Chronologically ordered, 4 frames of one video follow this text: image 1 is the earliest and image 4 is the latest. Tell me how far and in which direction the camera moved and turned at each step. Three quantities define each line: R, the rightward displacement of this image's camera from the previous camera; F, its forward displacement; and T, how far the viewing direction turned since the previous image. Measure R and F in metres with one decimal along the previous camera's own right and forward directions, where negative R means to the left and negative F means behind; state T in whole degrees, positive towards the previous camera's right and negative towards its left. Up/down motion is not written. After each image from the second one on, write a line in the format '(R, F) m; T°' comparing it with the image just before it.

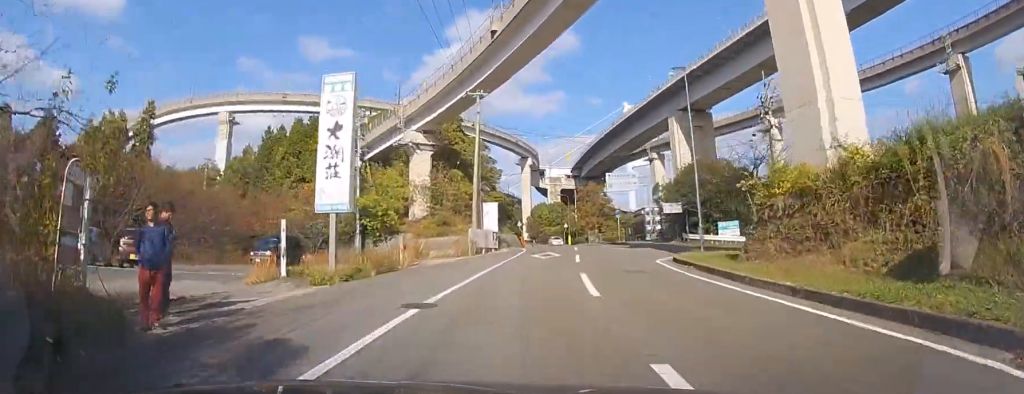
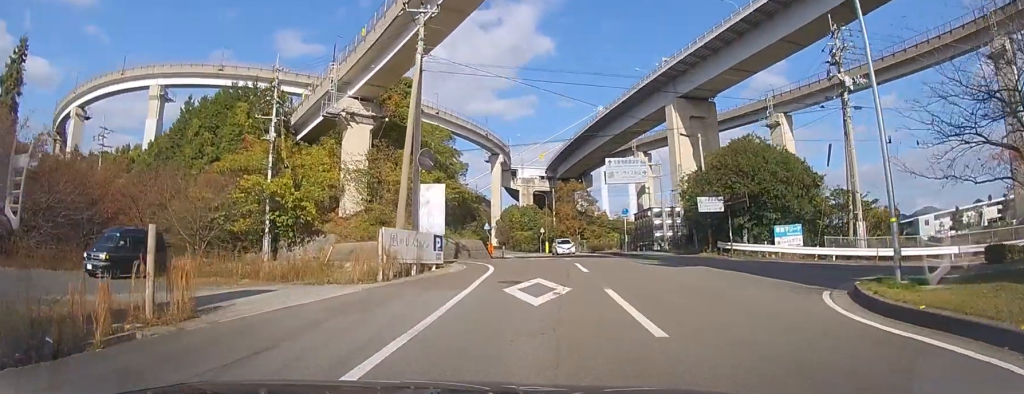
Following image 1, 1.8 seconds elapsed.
(+0.5, +13.6) m; +4°
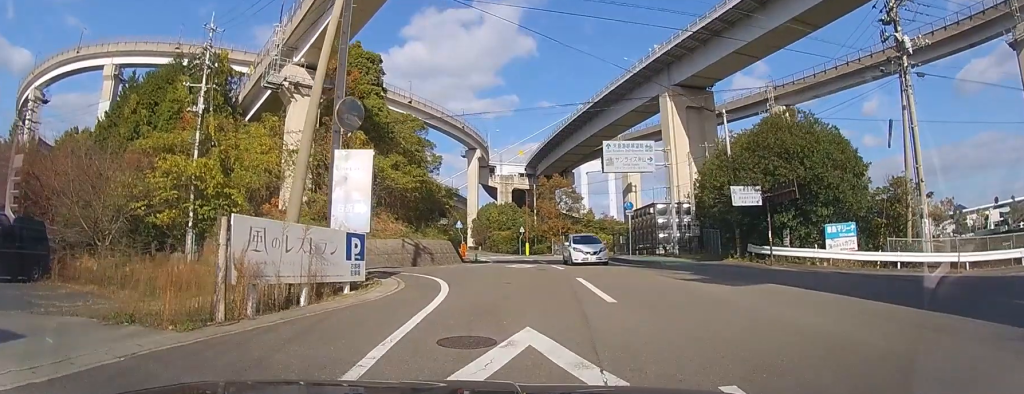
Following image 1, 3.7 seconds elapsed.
(0.0, +8.6) m; +1°
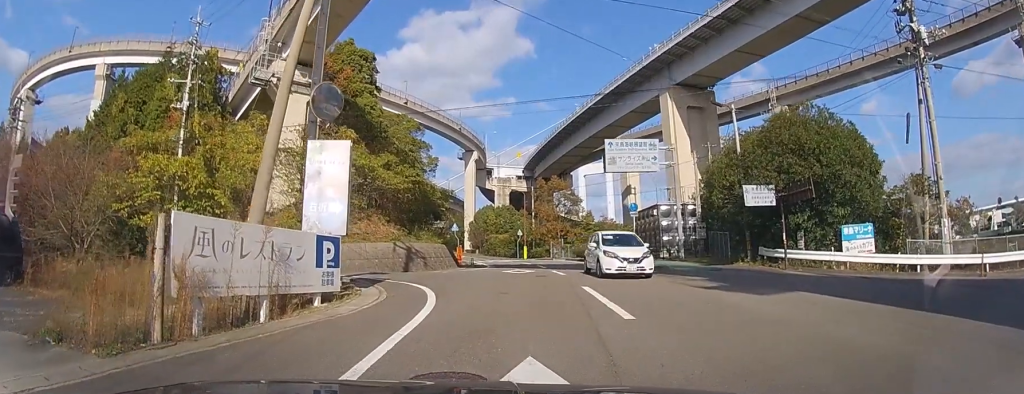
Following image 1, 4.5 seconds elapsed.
(0.0, +2.2) m; +2°
